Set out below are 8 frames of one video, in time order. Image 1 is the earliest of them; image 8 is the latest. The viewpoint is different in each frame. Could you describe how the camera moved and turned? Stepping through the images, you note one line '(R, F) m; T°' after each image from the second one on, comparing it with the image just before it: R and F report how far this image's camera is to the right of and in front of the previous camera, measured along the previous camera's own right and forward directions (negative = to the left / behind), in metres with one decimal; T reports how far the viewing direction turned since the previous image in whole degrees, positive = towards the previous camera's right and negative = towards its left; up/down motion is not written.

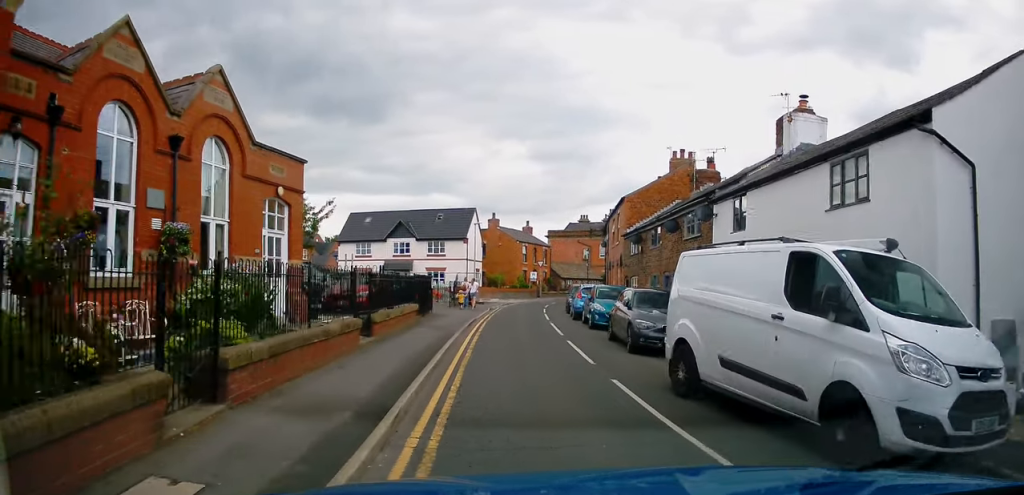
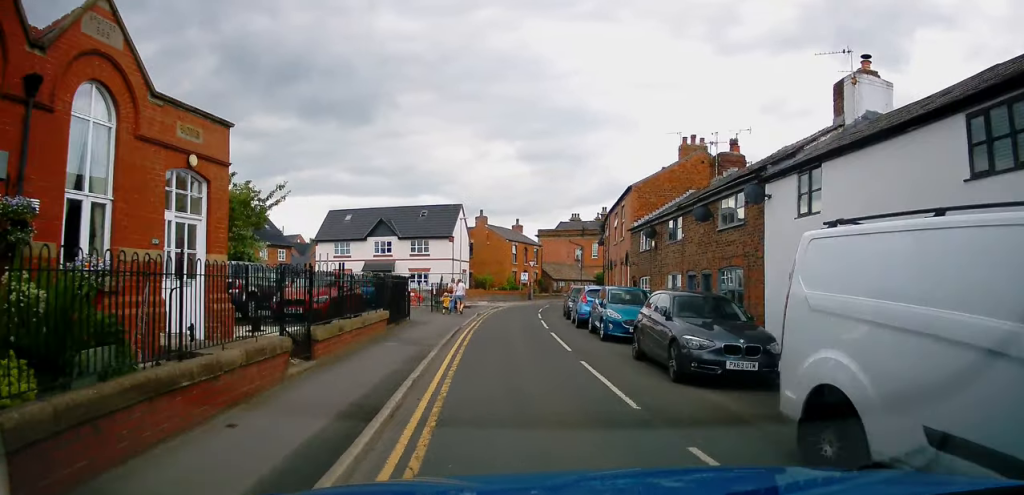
(0.0, +3.8) m; +1°
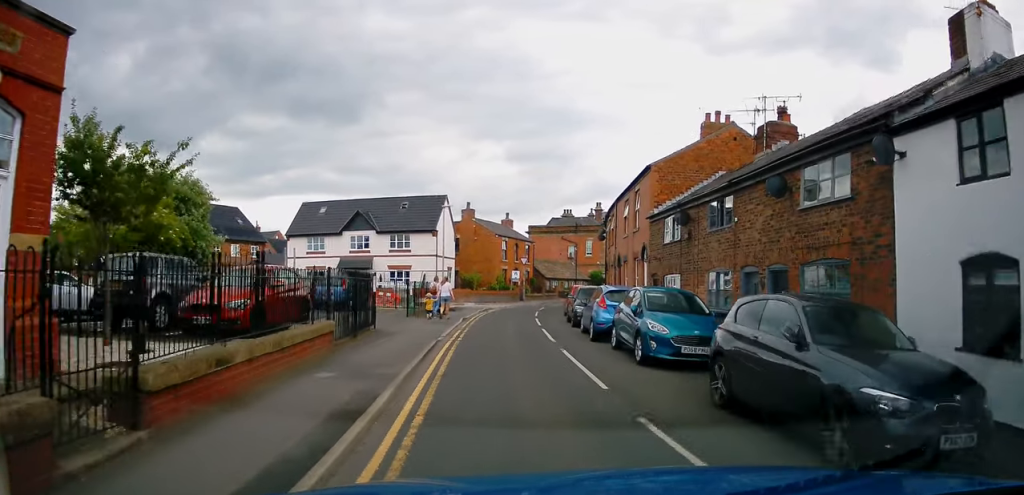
(+0.1, +4.6) m; +1°
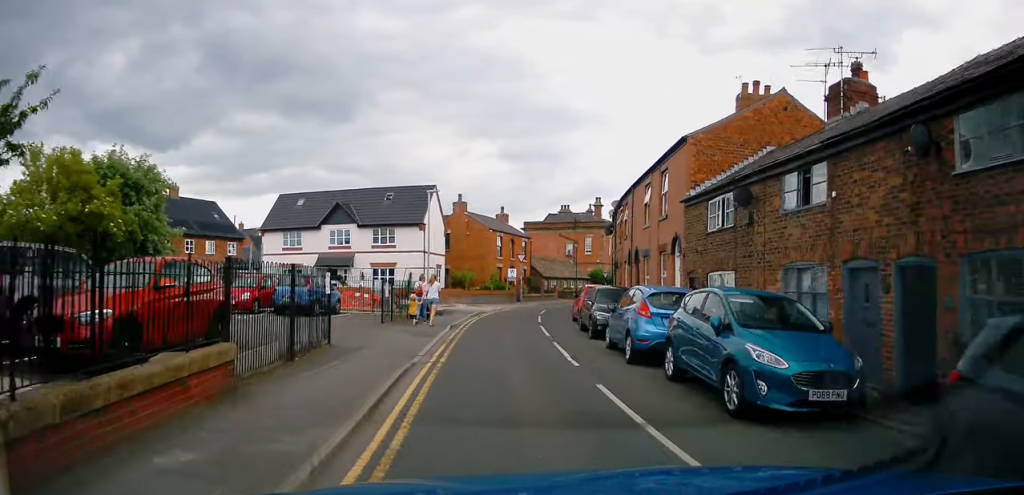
(+0.1, +4.5) m; +1°
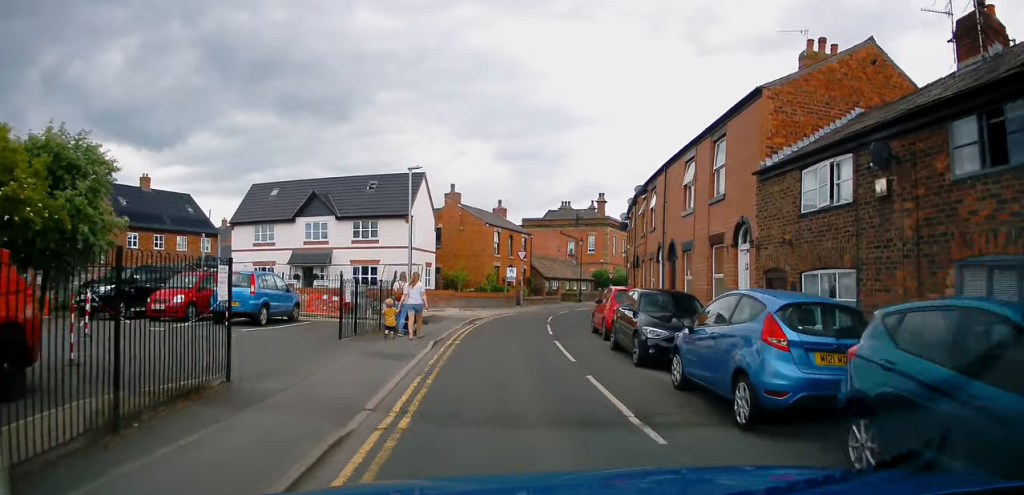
(0.0, +5.1) m; +1°
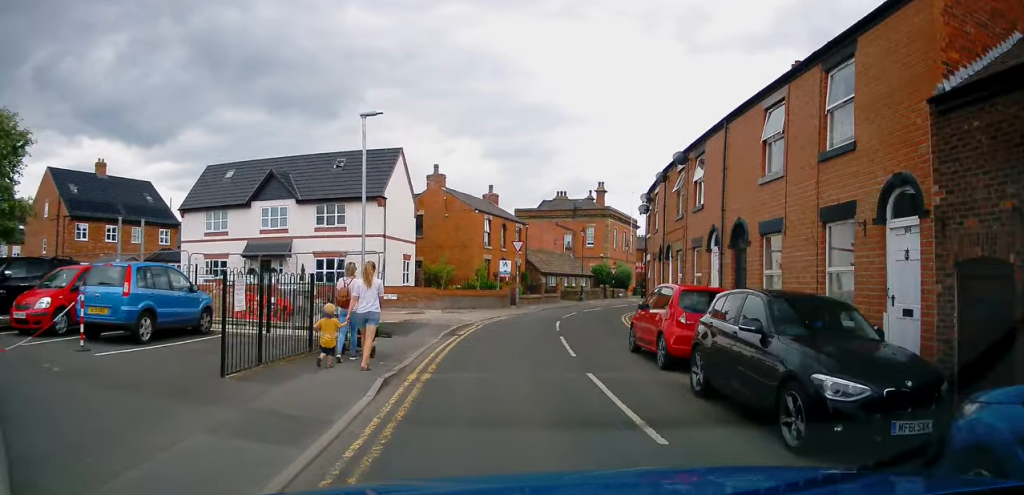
(-0.1, +6.1) m; +1°
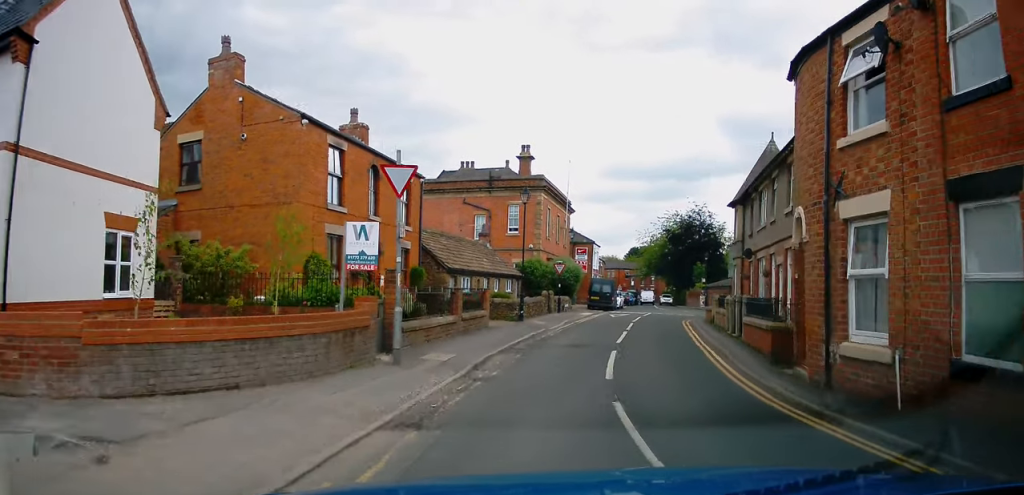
(+1.2, +20.8) m; +10°
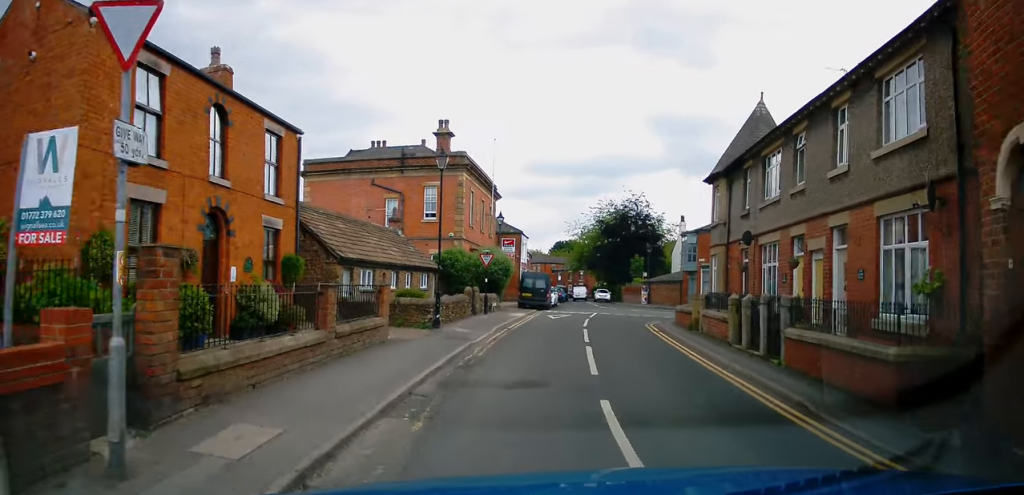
(+0.4, +6.7) m; +6°
